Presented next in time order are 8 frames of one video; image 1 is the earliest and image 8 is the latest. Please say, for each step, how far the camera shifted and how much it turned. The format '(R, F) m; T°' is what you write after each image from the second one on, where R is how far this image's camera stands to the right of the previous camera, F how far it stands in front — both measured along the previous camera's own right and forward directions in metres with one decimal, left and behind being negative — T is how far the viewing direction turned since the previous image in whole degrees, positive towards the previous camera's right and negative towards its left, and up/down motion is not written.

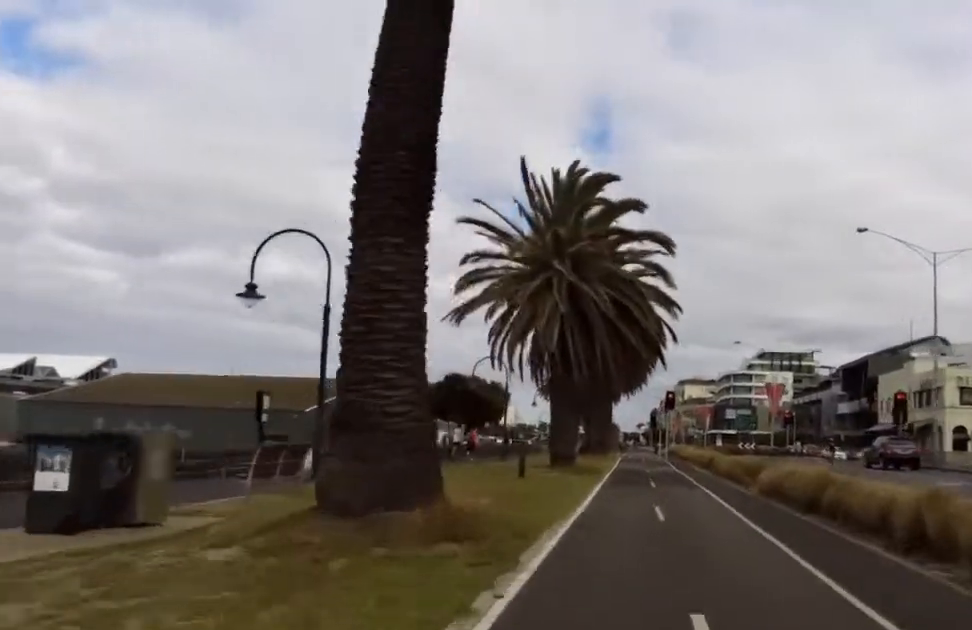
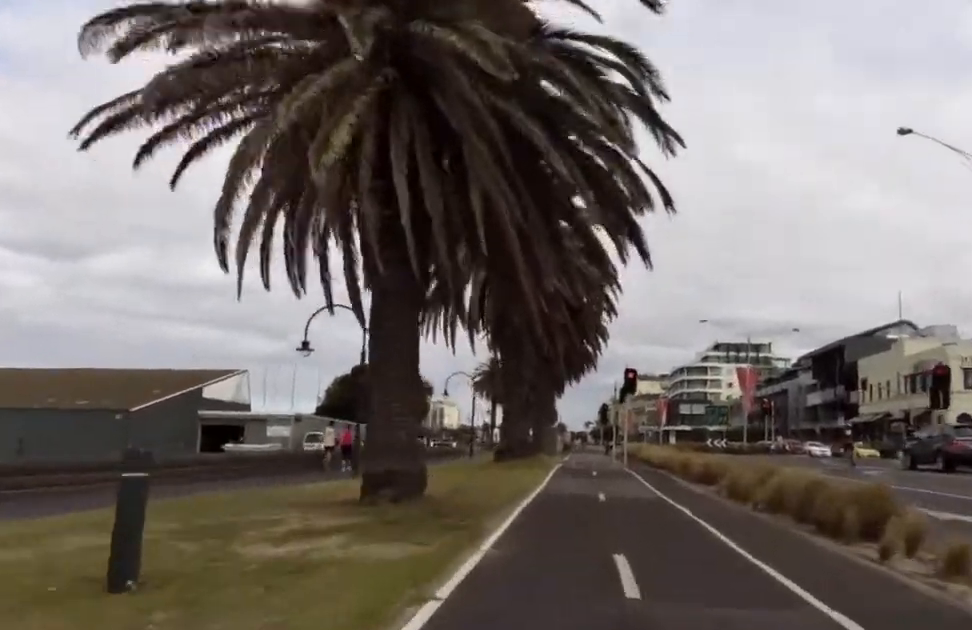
(-1.2, +13.2) m; -3°
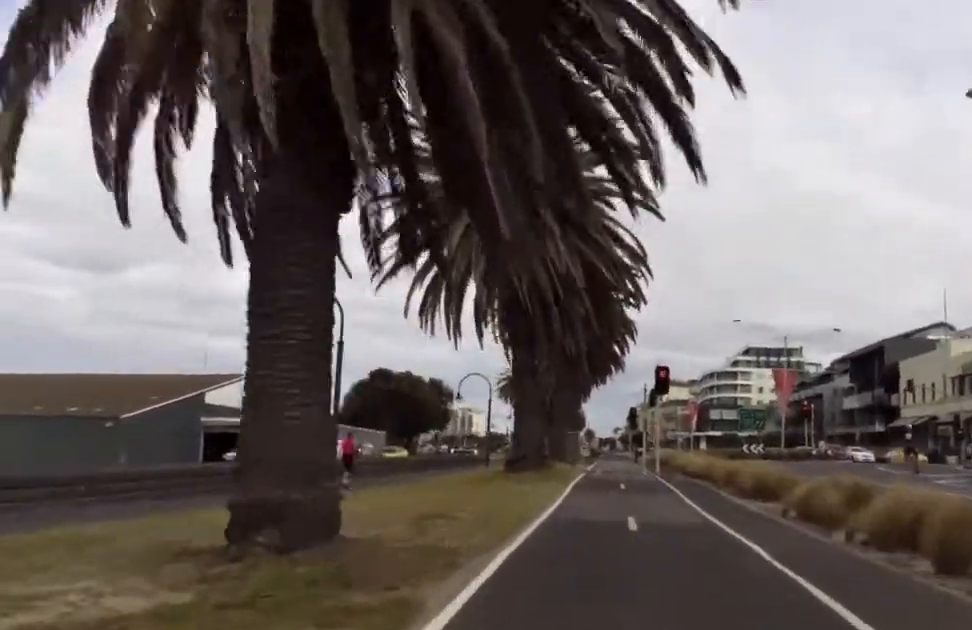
(+0.4, +3.8) m; +3°
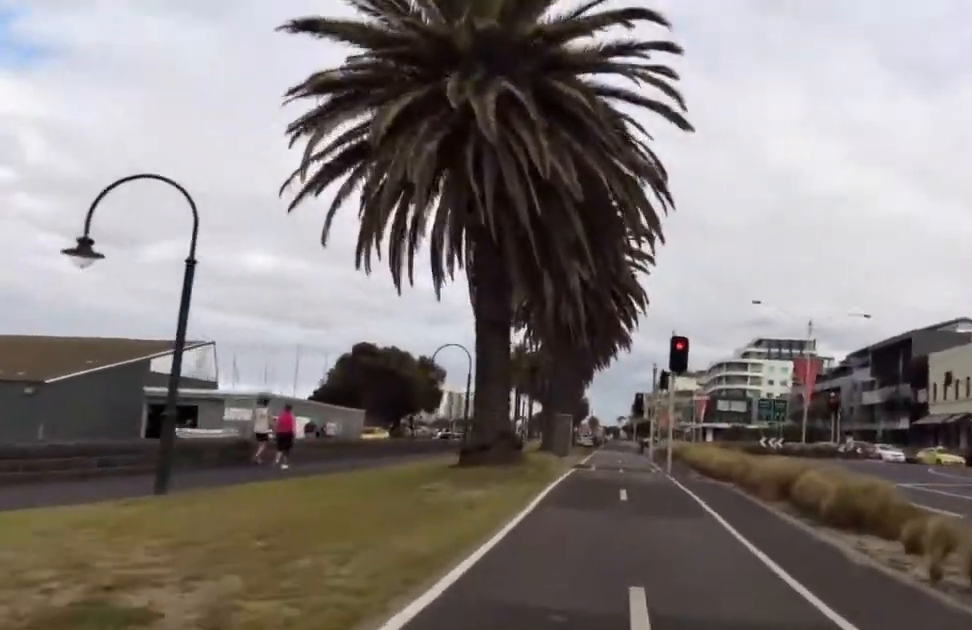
(-0.1, +6.1) m; +1°
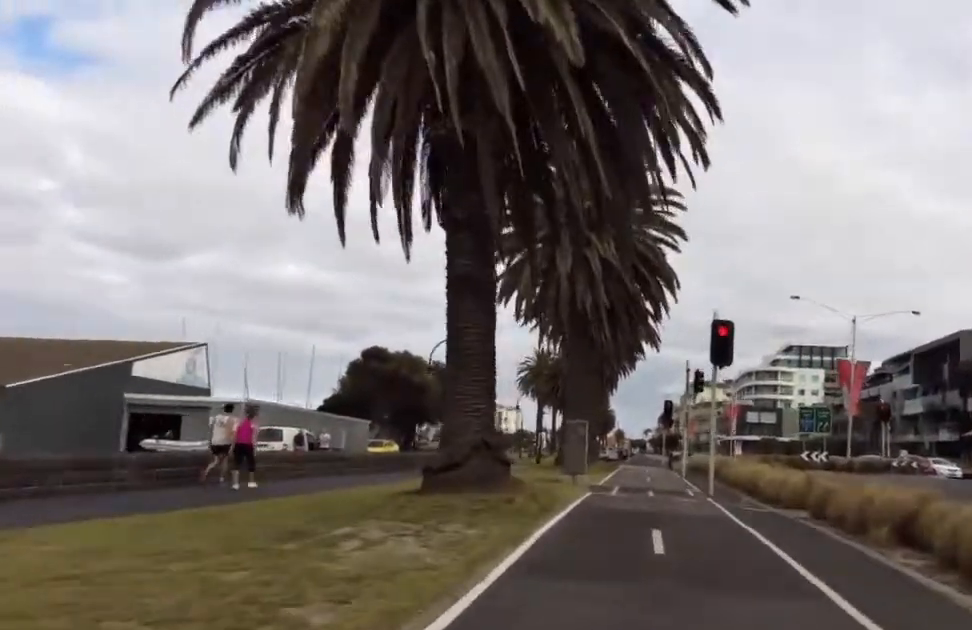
(-0.1, +4.5) m; -1°
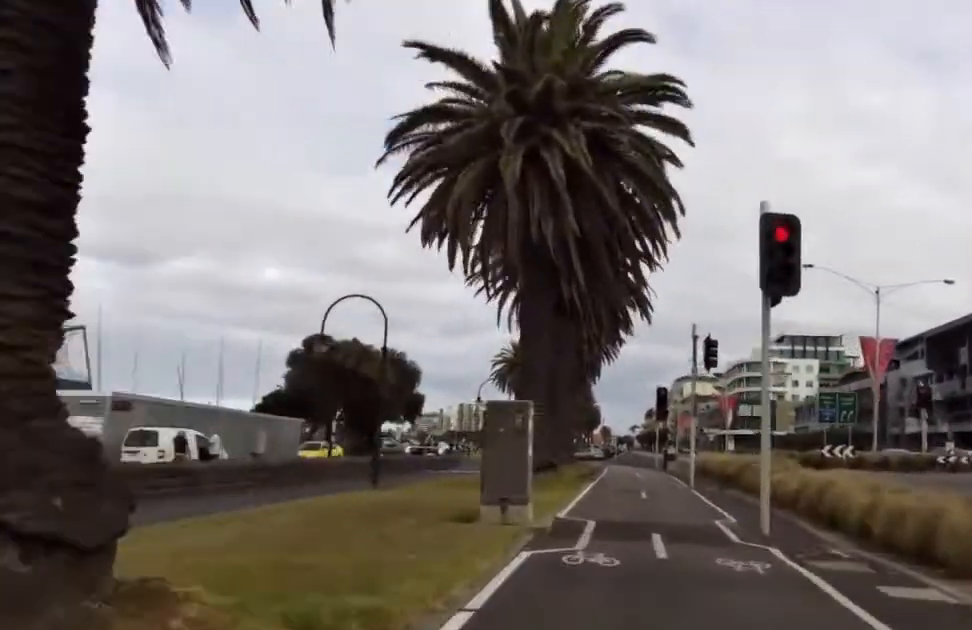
(0.0, +8.4) m; -4°
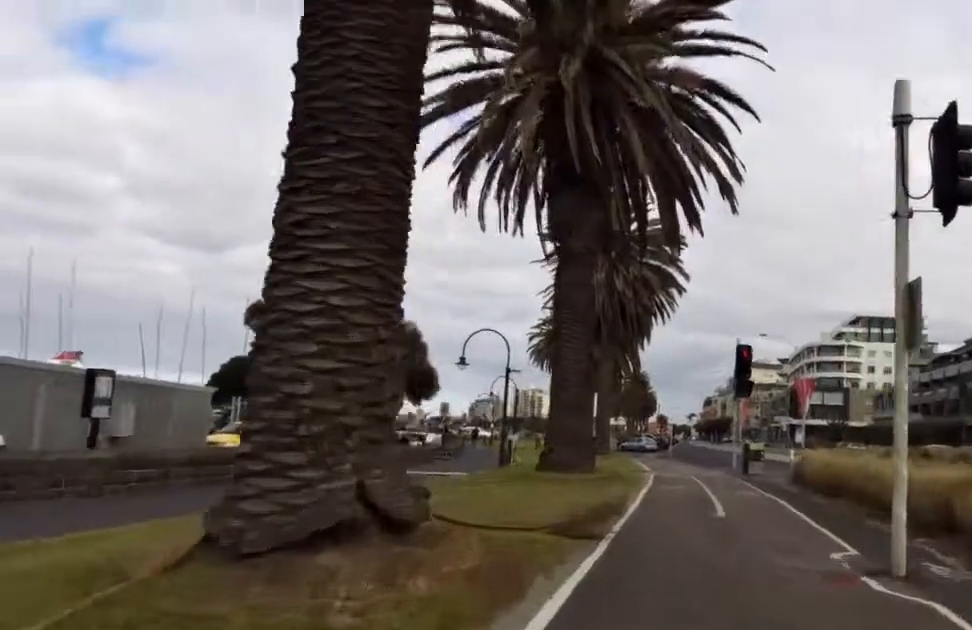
(+0.3, +14.0) m; +5°
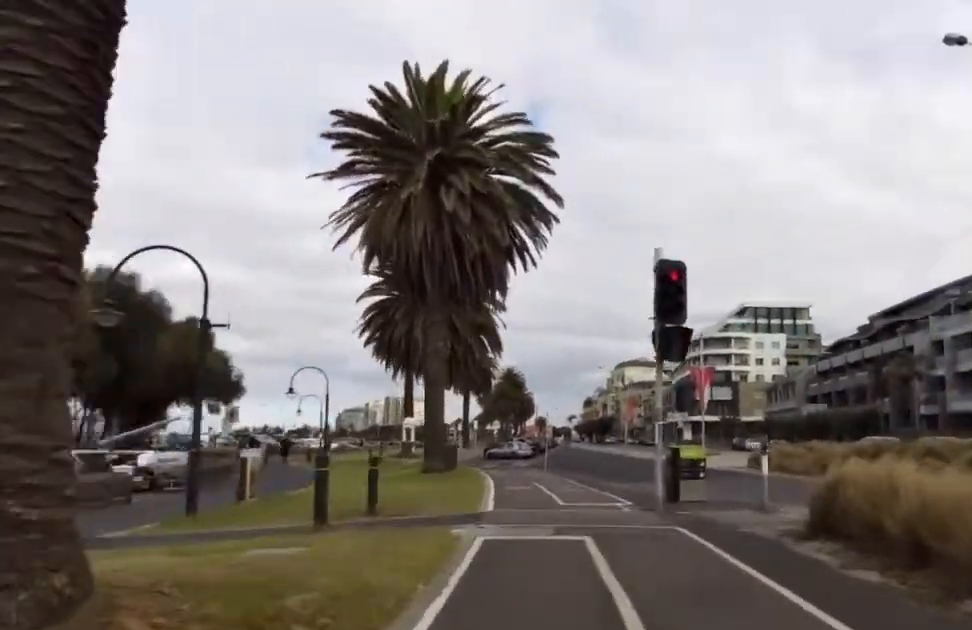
(-0.2, +11.6) m; 0°
